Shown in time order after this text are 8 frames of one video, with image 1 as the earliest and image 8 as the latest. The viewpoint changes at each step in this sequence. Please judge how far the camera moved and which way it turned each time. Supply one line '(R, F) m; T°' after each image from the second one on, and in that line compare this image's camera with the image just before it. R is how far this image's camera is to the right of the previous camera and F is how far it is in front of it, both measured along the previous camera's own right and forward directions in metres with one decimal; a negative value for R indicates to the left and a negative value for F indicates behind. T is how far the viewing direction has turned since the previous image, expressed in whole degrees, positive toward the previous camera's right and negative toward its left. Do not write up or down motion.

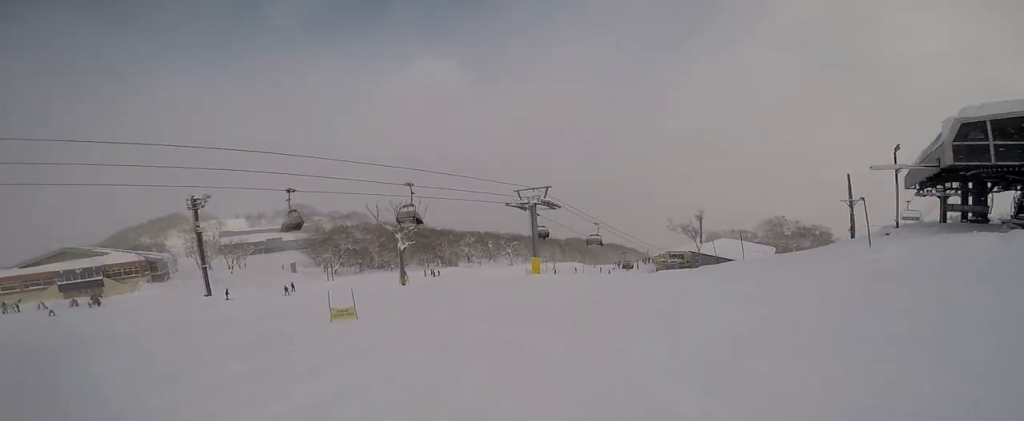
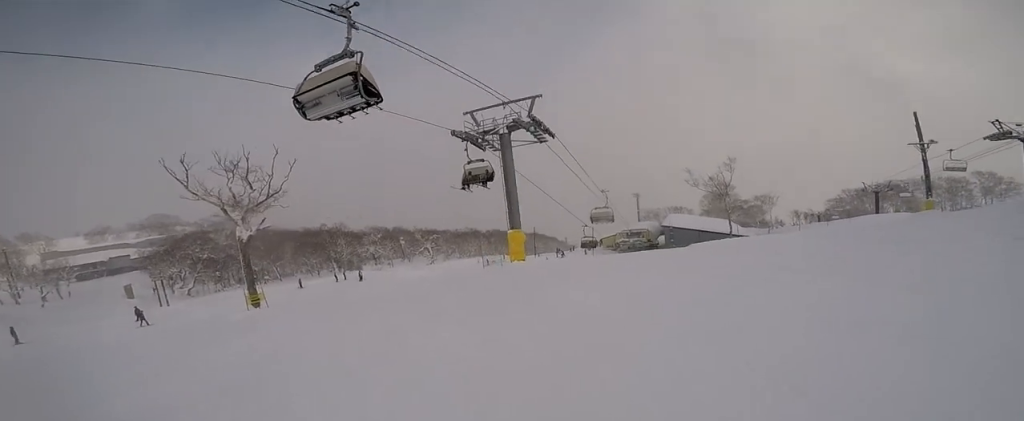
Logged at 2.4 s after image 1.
(+1.4, +21.5) m; +3°
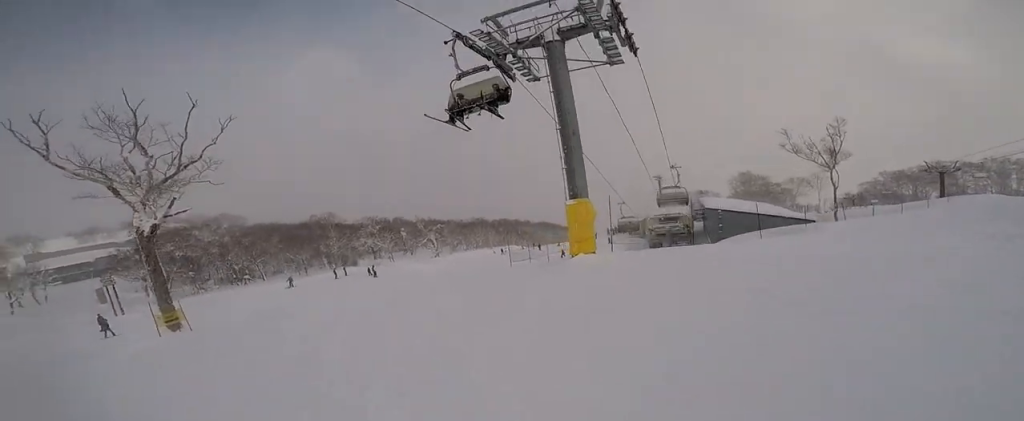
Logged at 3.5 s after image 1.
(+0.7, +9.7) m; +10°
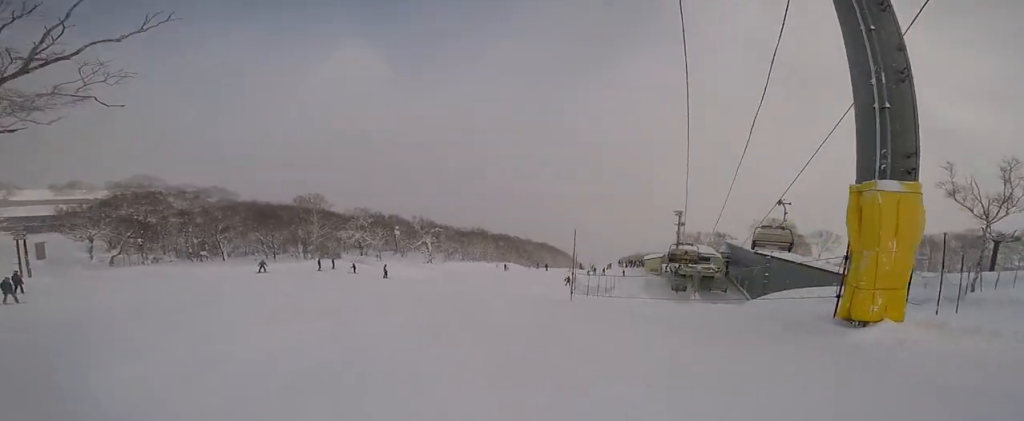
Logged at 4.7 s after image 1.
(+0.7, +8.8) m; +5°
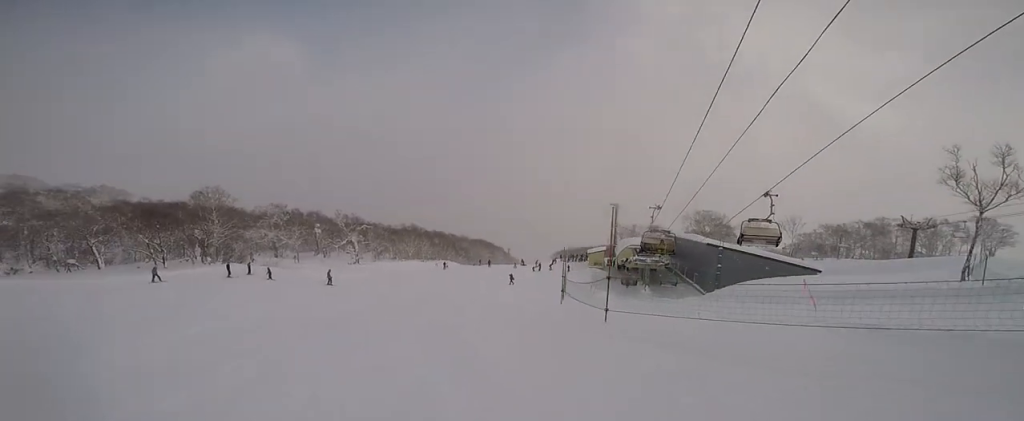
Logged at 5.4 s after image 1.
(0.0, +5.1) m; +4°
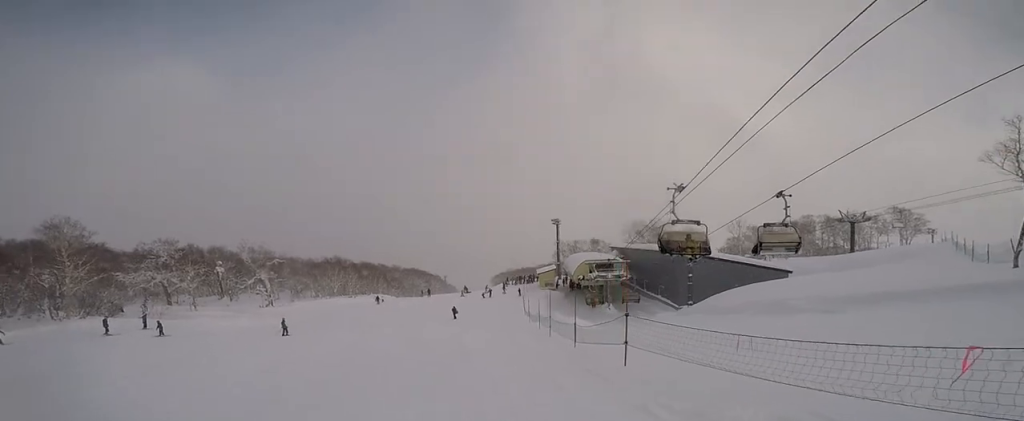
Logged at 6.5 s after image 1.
(+0.7, +7.9) m; +13°
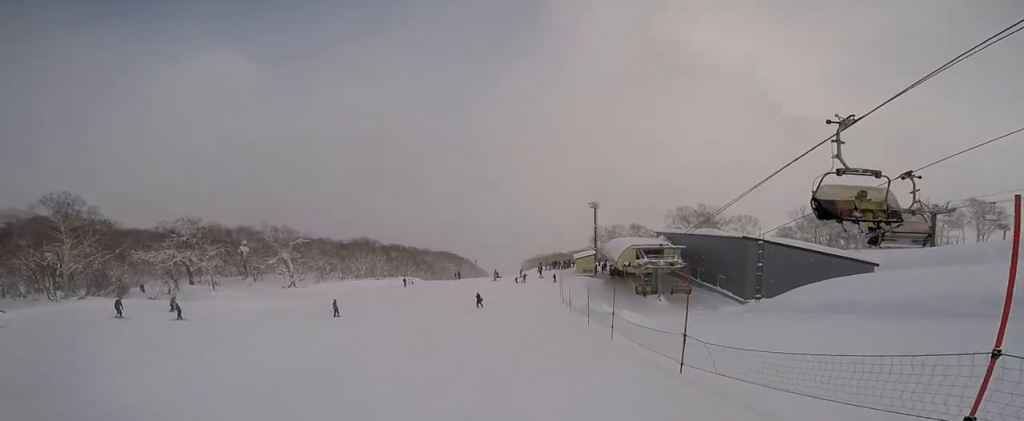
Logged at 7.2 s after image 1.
(+0.6, +5.7) m; +7°
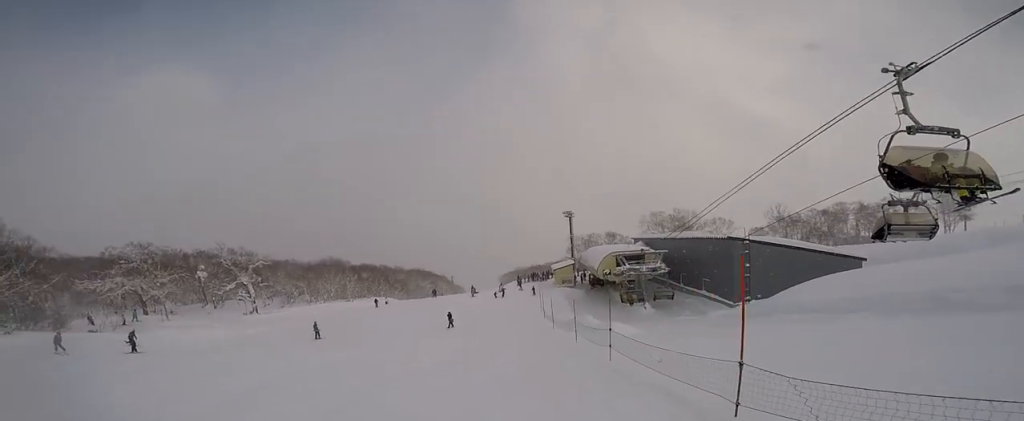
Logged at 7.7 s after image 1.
(0.0, +3.0) m; 0°
